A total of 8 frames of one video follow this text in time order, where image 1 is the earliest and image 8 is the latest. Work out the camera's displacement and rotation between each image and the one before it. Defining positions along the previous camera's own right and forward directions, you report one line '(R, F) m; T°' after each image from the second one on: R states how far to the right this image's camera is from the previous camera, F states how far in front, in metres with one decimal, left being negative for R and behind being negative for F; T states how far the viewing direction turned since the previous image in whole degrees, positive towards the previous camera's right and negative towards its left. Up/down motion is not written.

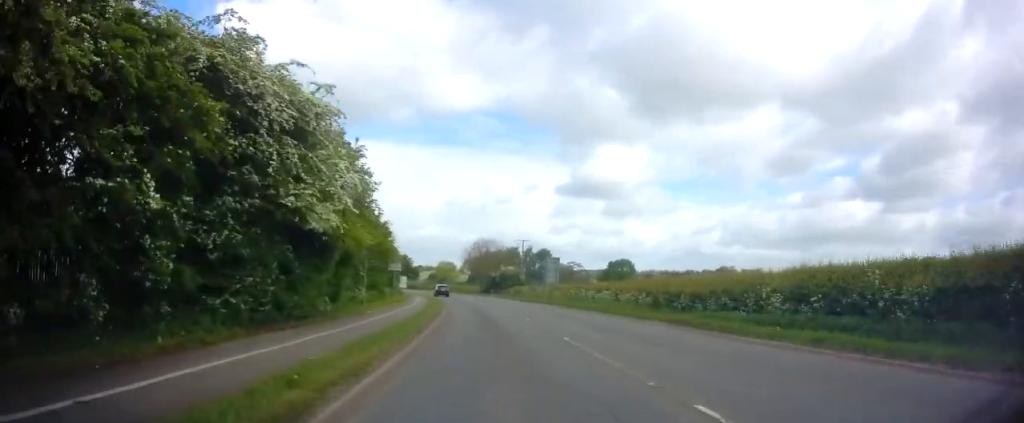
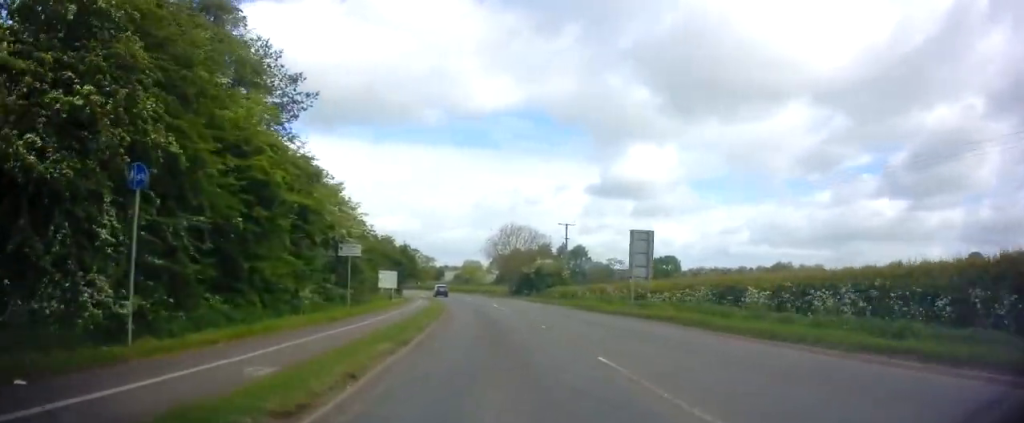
(-0.5, +22.2) m; -3°
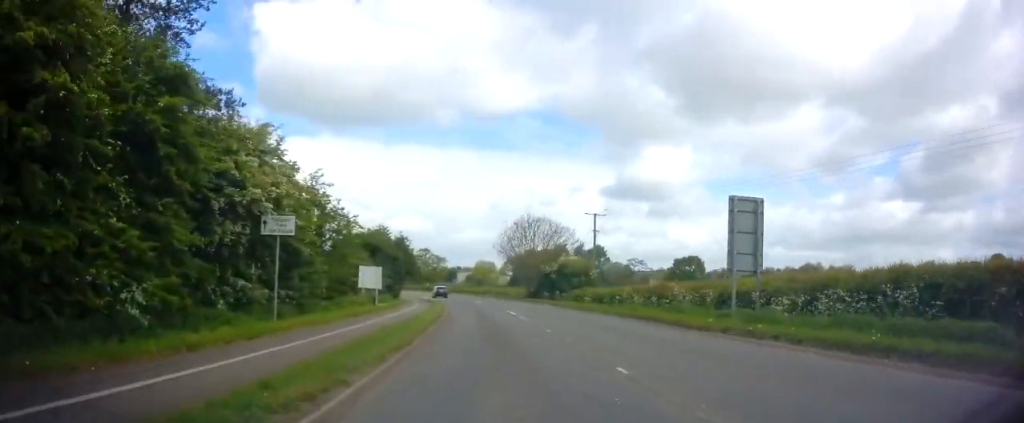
(0.0, +10.2) m; -2°
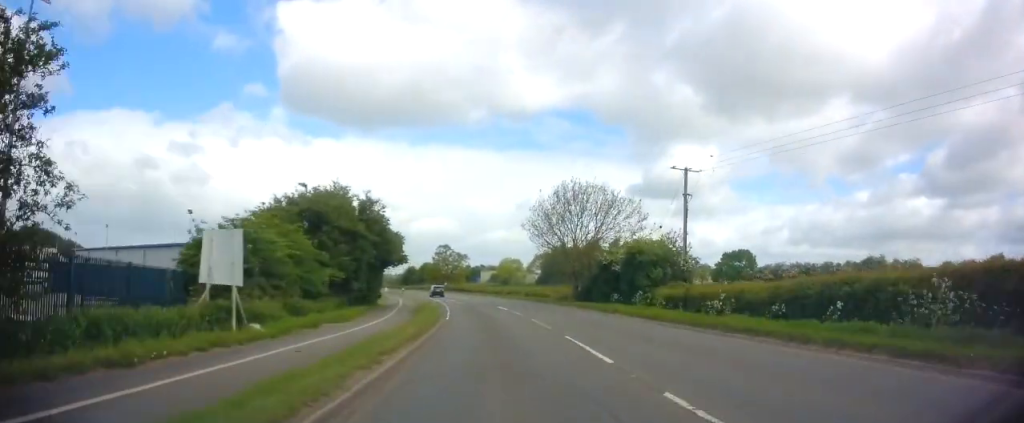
(-0.9, +20.5) m; -3°
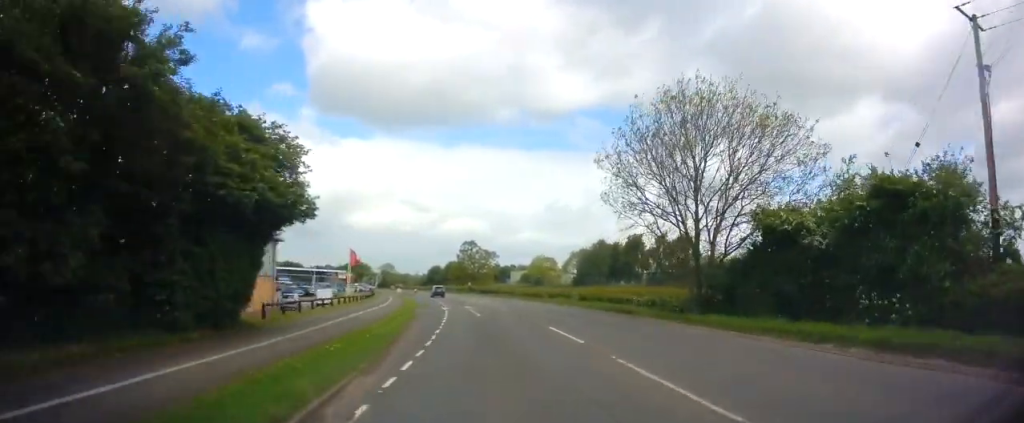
(-0.2, +22.8) m; -2°
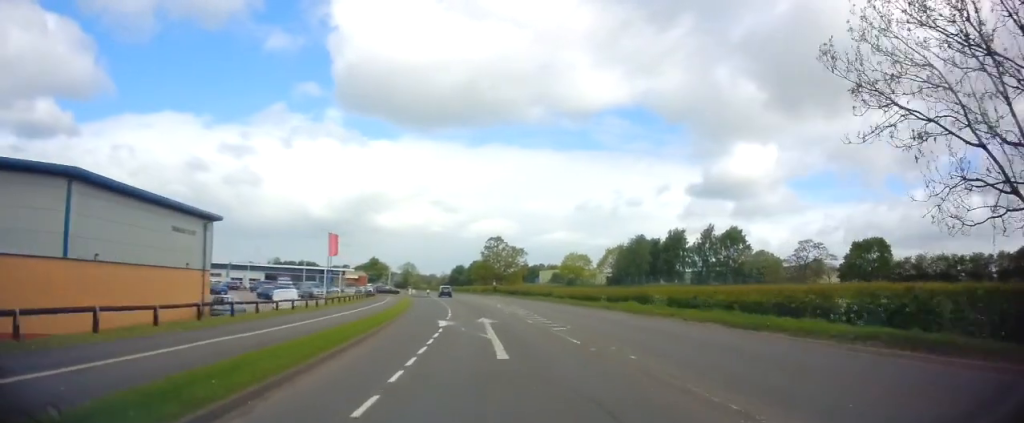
(-0.6, +17.7) m; -4°
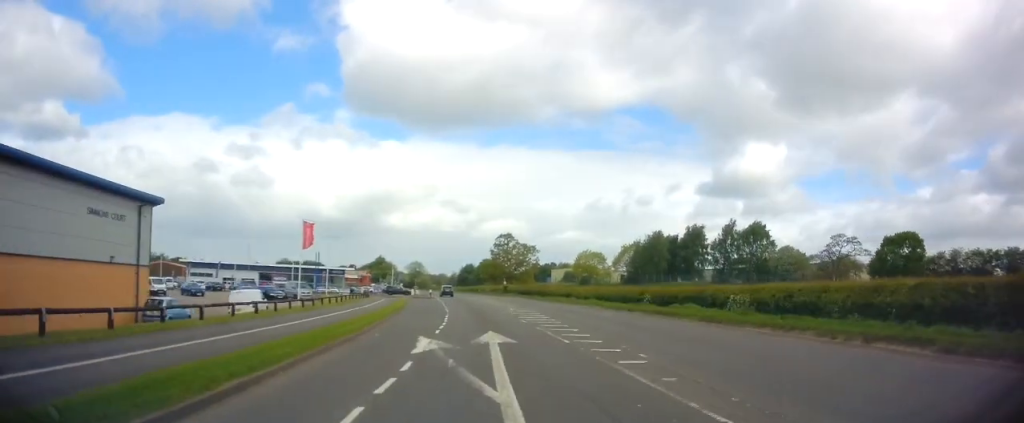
(-0.2, +8.6) m; -1°
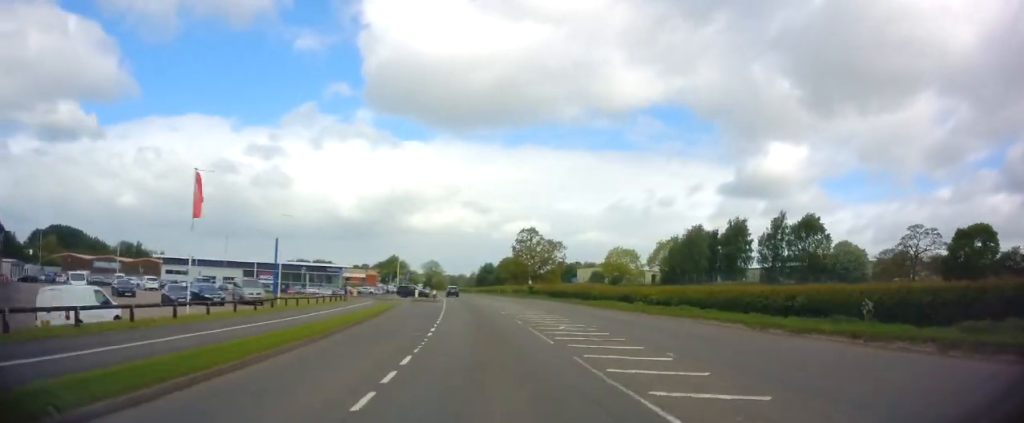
(-0.4, +17.4) m; -1°
